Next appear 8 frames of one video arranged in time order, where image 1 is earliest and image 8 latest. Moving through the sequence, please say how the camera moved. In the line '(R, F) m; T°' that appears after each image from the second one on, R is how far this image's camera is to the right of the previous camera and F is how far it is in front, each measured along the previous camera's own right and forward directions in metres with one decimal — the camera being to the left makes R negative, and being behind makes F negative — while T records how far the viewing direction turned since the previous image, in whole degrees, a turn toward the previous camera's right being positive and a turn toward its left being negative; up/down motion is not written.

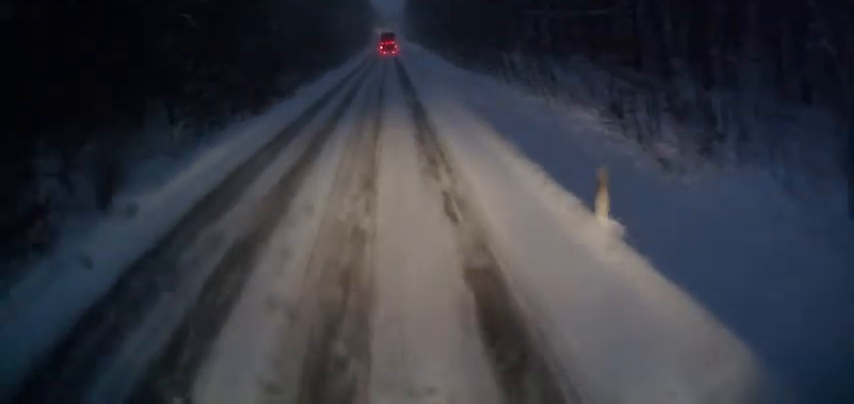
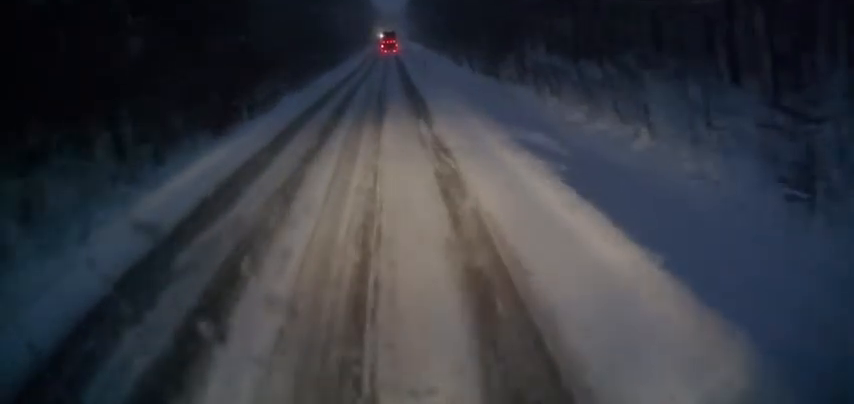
(-0.1, +11.0) m; 0°
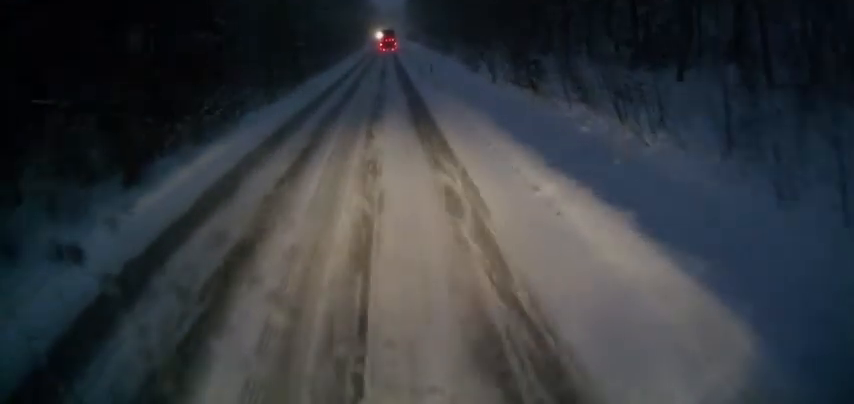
(+0.1, +11.5) m; 0°
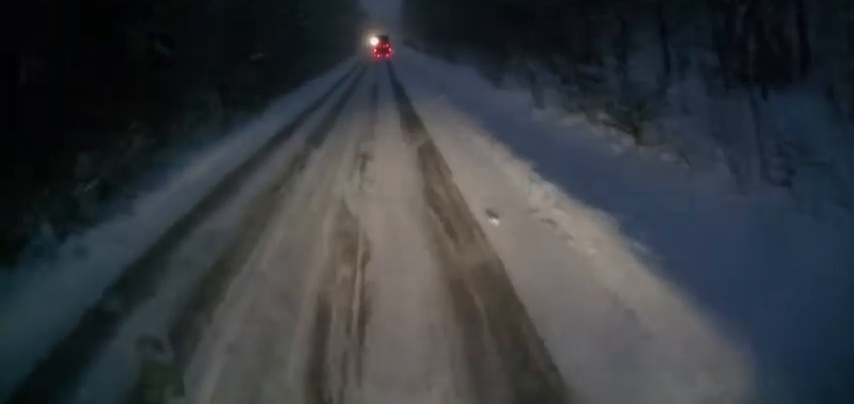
(-0.1, +12.6) m; -1°
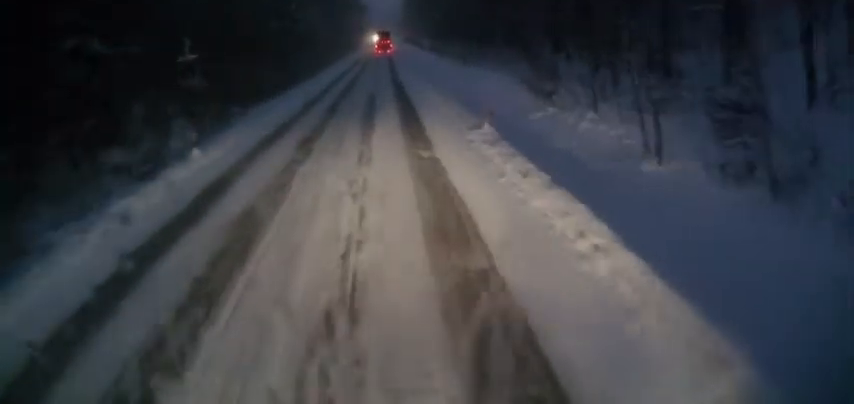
(-0.1, +10.3) m; -1°
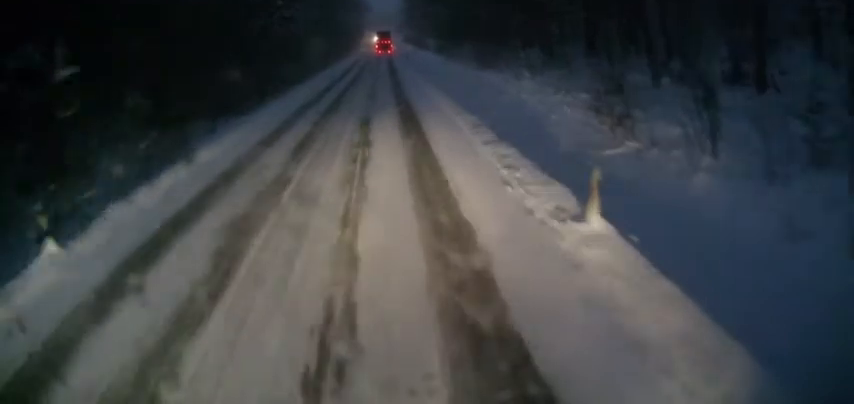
(-0.1, +7.3) m; 0°
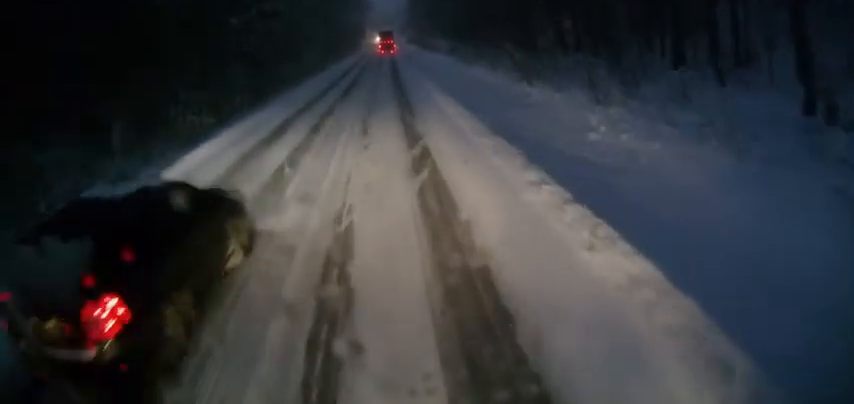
(0.0, +10.5) m; 0°
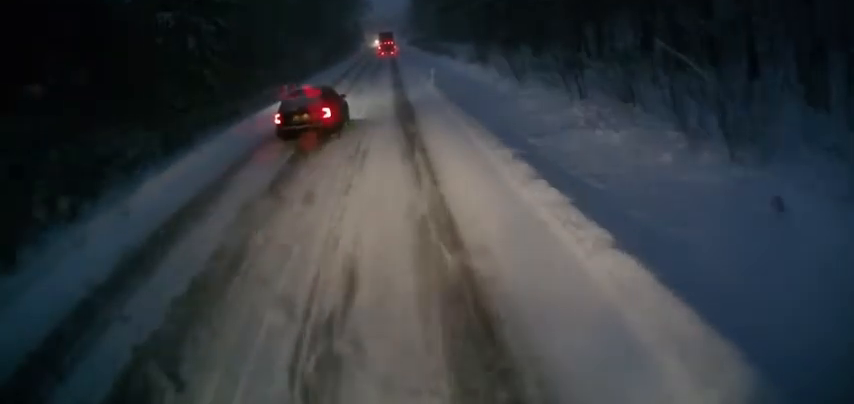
(0.0, +15.8) m; +2°
